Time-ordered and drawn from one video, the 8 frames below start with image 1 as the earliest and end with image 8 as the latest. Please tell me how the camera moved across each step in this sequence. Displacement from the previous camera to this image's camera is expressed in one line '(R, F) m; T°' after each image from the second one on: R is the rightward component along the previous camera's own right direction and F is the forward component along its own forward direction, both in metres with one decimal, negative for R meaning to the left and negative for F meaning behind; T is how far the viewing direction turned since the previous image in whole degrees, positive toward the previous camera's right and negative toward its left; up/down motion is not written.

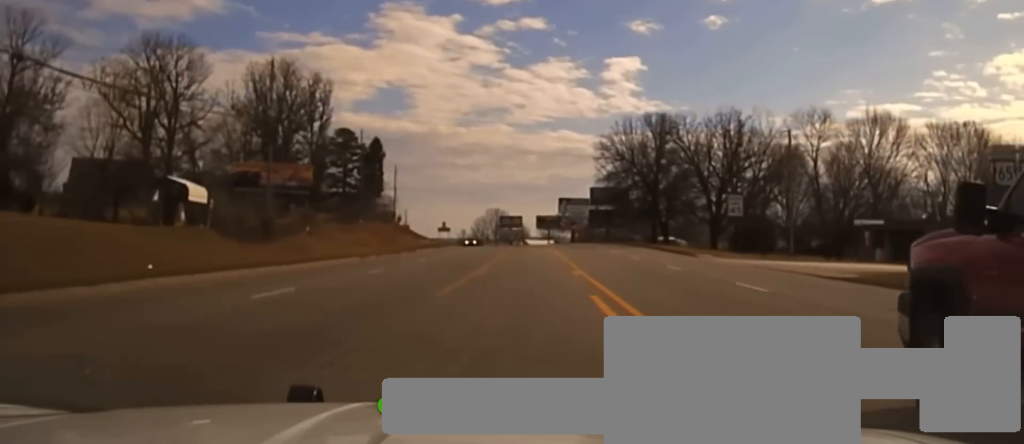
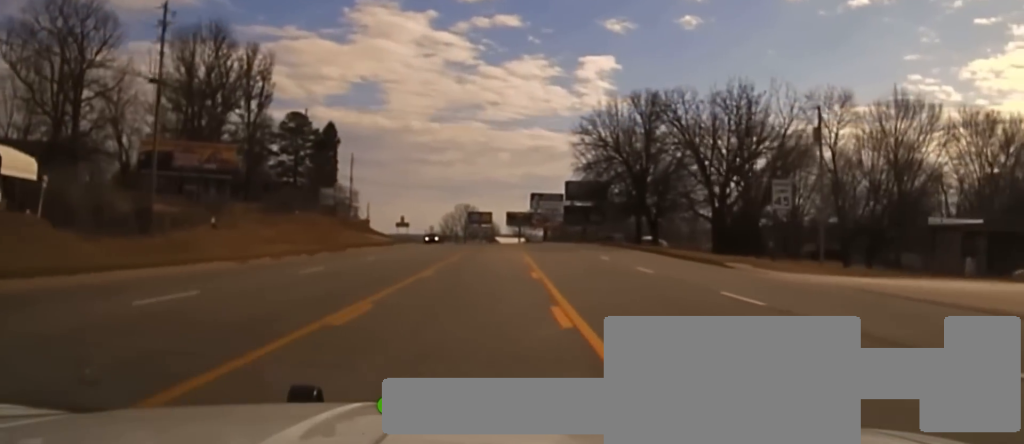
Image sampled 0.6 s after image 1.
(+0.2, +14.2) m; +2°
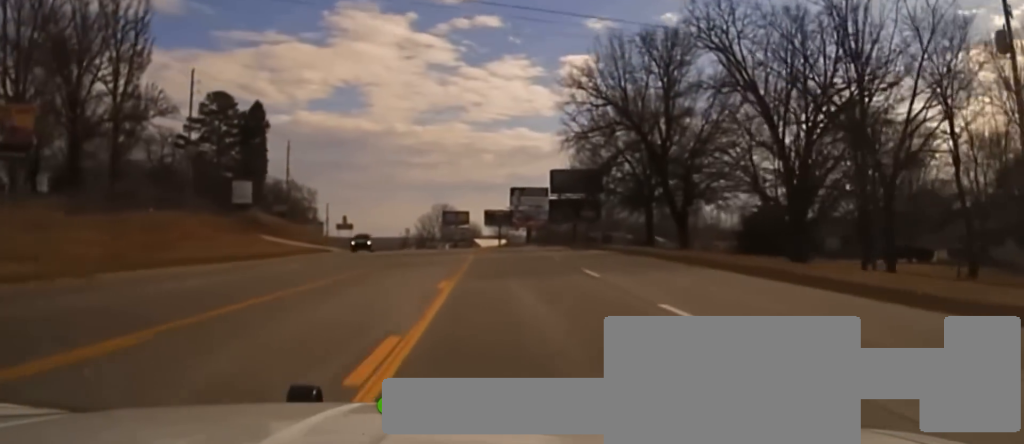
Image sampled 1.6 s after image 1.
(+1.1, +27.4) m; +3°
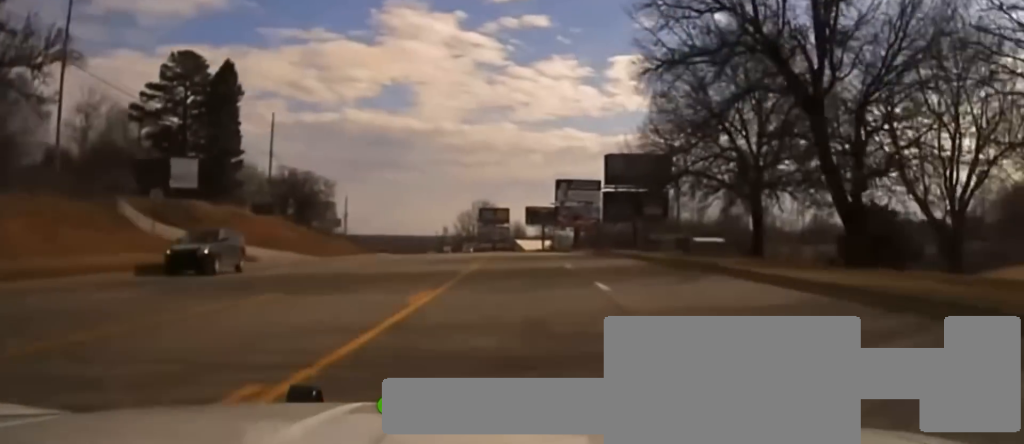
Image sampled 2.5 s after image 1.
(+0.7, +26.9) m; 0°
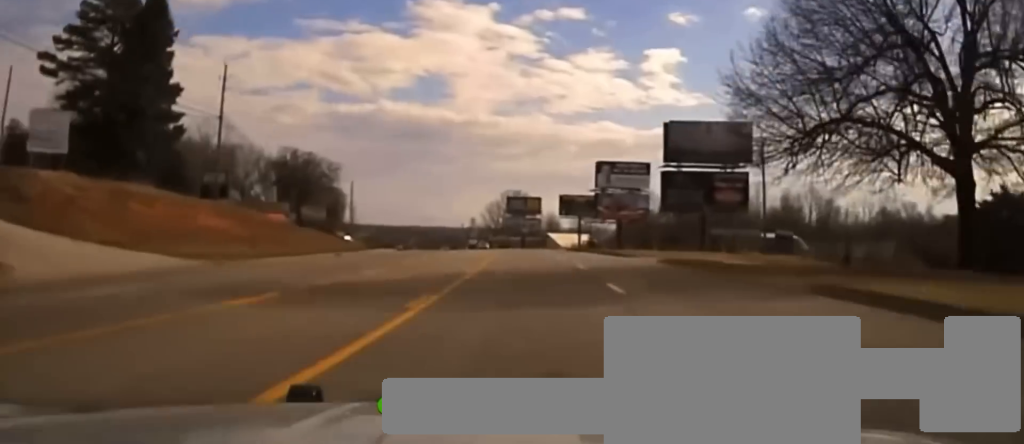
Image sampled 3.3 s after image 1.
(-0.5, +25.3) m; -3°
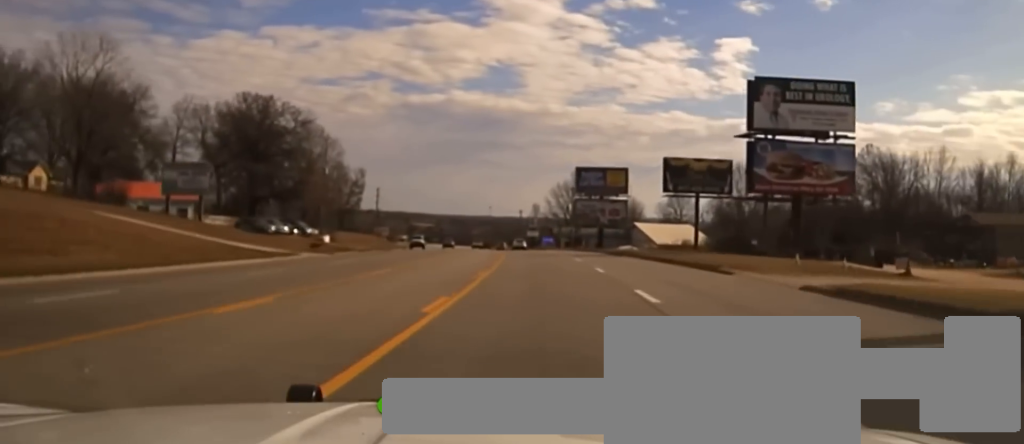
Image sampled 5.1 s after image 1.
(-3.3, +61.8) m; -6°
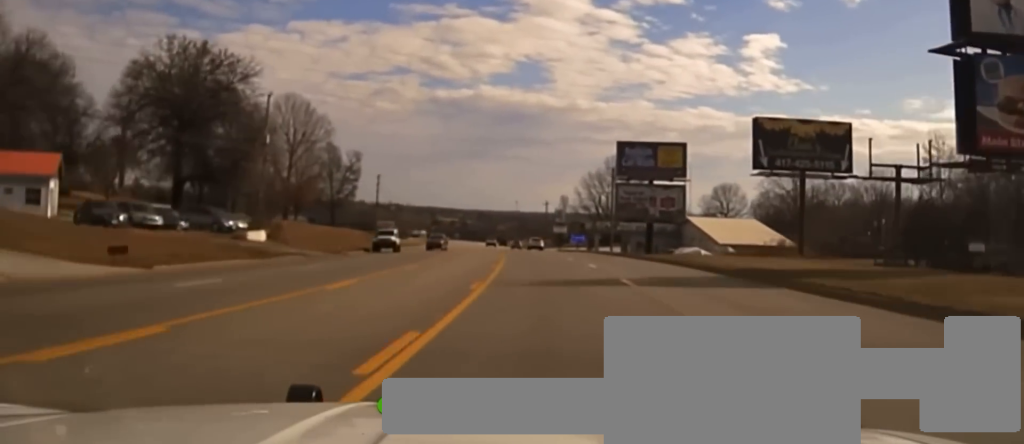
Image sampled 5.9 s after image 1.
(-0.6, +29.9) m; -2°
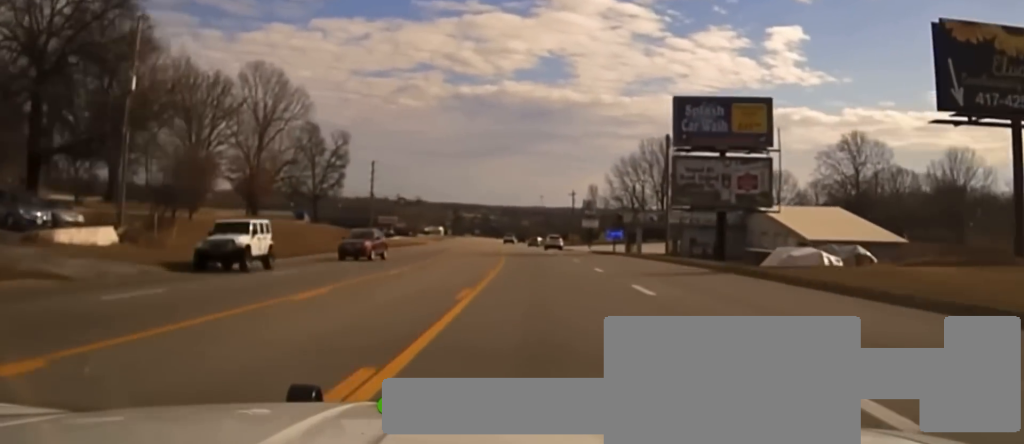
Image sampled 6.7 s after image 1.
(-0.3, +27.0) m; -2°
